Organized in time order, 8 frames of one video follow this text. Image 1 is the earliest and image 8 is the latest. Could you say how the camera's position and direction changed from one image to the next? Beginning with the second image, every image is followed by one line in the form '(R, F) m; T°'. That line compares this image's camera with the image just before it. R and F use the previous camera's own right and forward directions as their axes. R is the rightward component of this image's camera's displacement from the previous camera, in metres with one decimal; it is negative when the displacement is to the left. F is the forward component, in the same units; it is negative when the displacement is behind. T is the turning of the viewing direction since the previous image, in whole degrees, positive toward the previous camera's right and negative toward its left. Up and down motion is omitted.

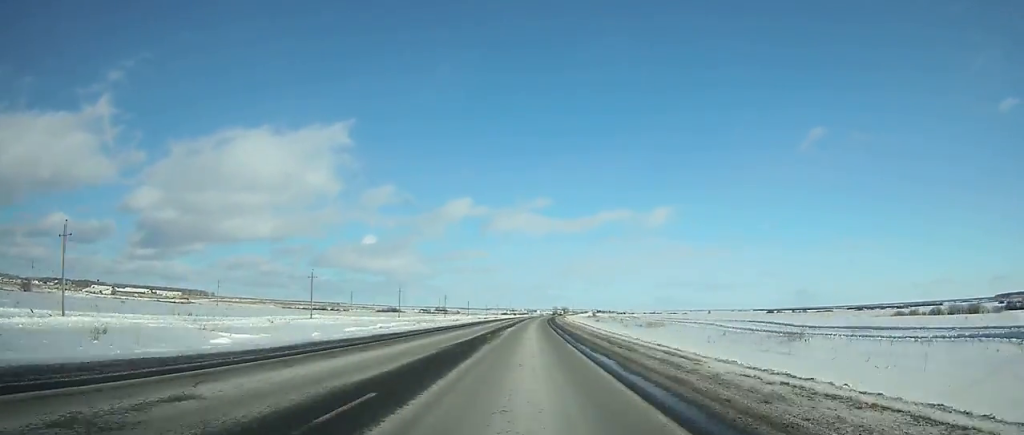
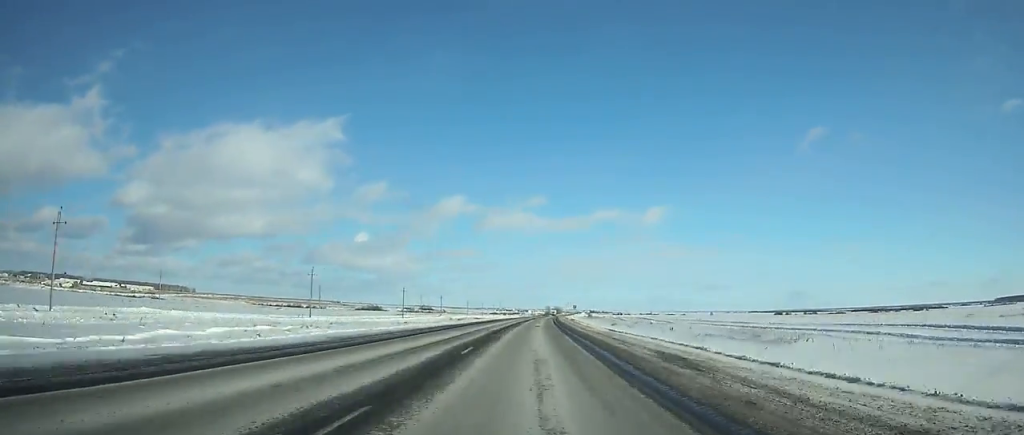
(+0.6, +62.6) m; +1°
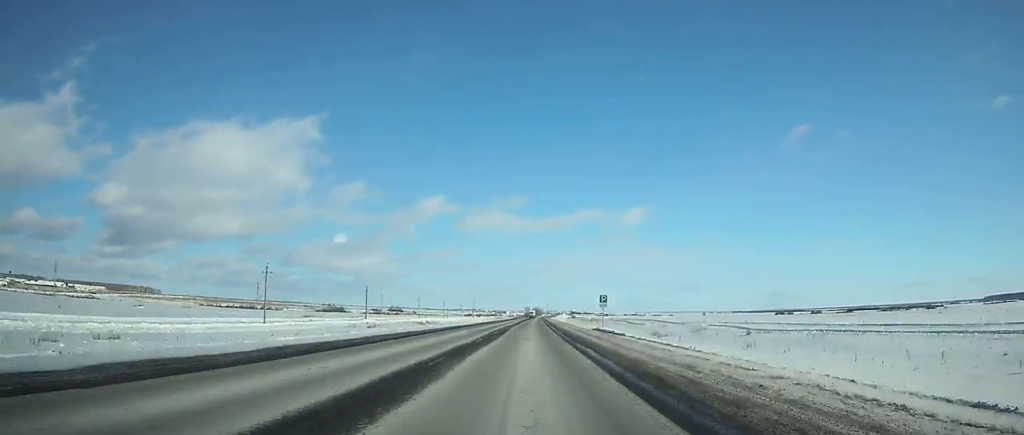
(+0.9, +75.5) m; +1°
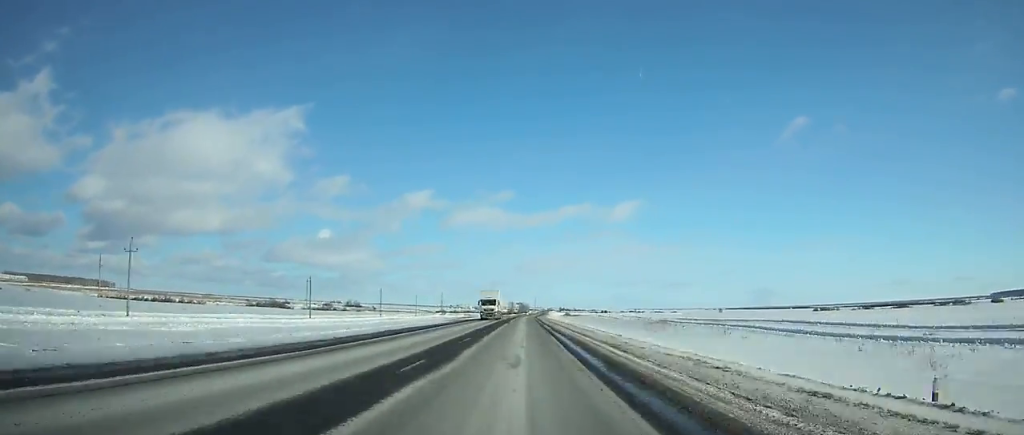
(+2.3, +144.8) m; +1°
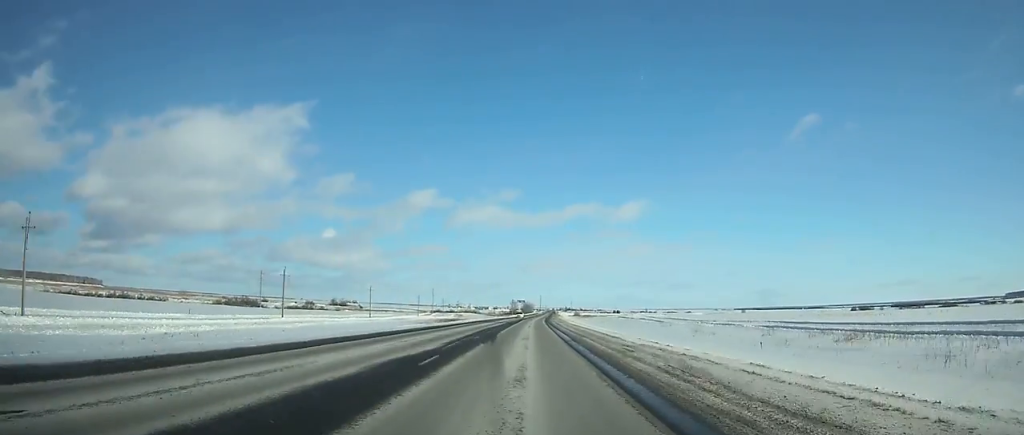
(+0.1, +71.7) m; 0°
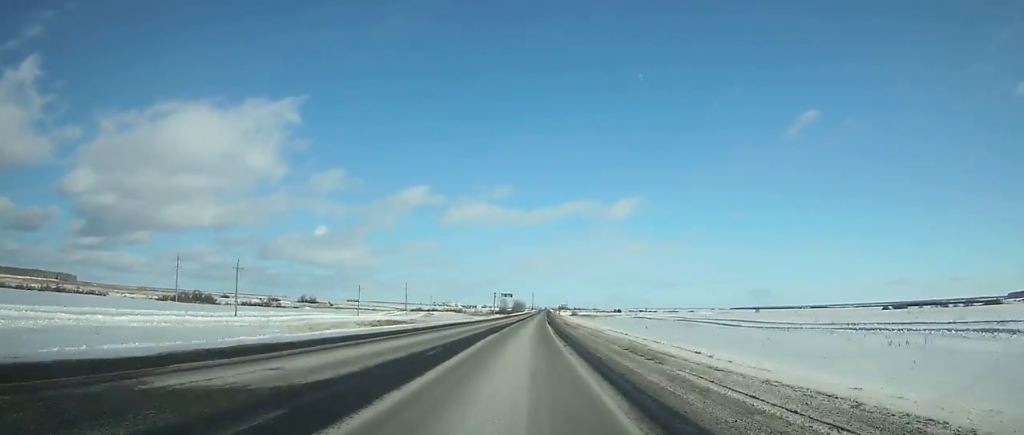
(+0.1, +68.0) m; +1°
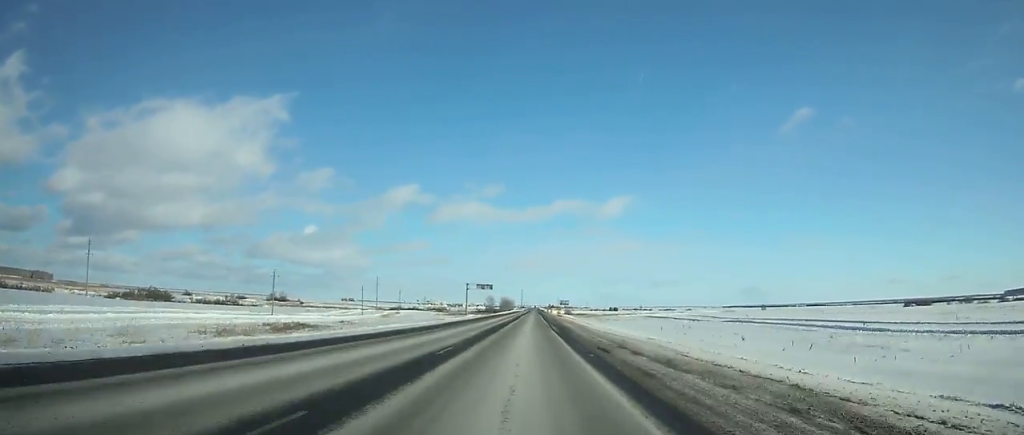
(+0.5, +48.4) m; 0°
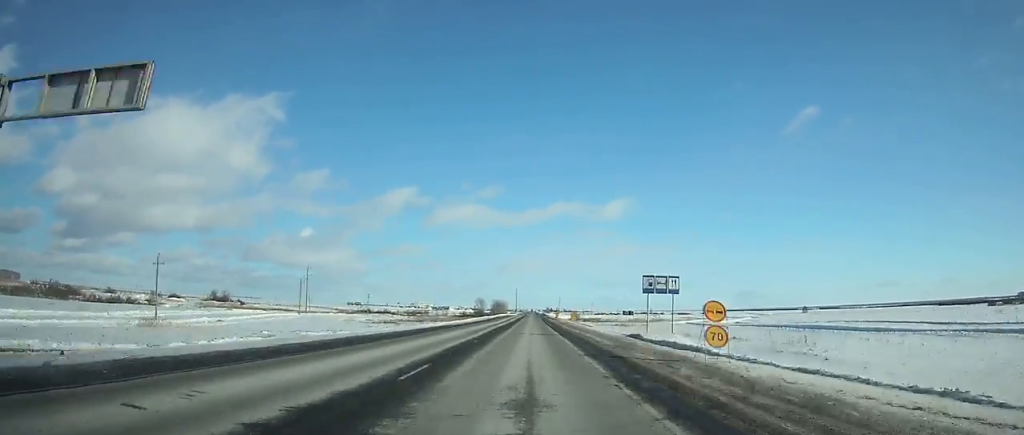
(+0.8, +100.8) m; +1°
